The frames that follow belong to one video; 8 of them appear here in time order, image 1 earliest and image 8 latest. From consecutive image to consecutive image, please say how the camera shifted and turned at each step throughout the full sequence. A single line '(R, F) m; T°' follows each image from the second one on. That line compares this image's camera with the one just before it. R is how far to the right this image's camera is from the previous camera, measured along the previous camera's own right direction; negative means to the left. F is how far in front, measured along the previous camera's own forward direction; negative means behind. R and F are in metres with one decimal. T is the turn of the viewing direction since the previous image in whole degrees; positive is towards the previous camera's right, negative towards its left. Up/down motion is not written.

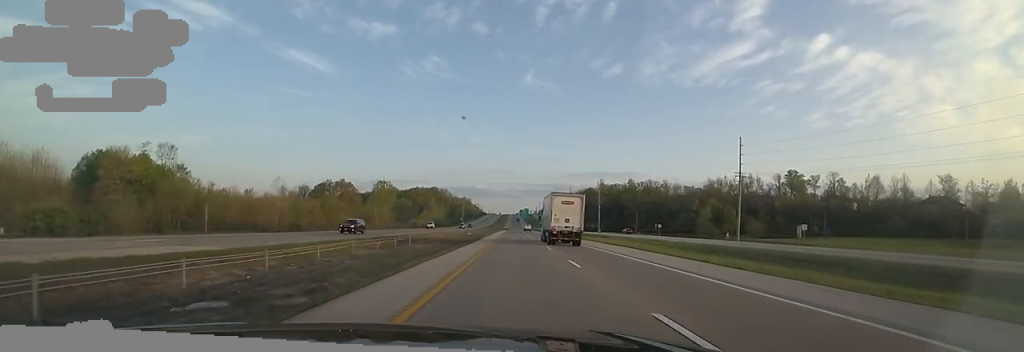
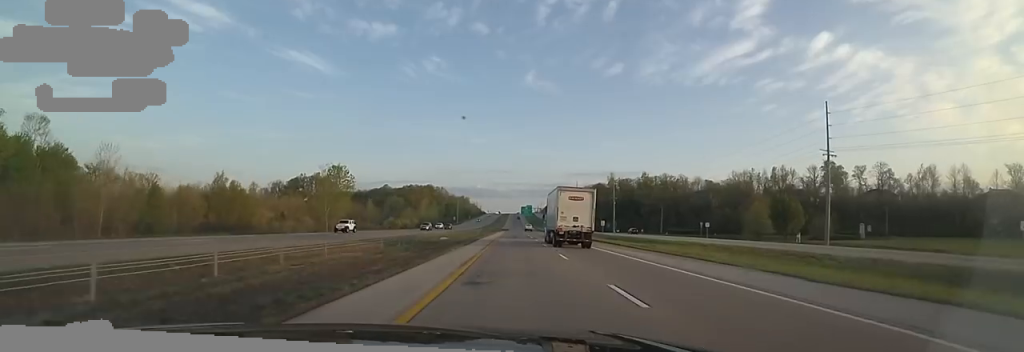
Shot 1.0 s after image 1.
(+0.5, +32.8) m; 0°
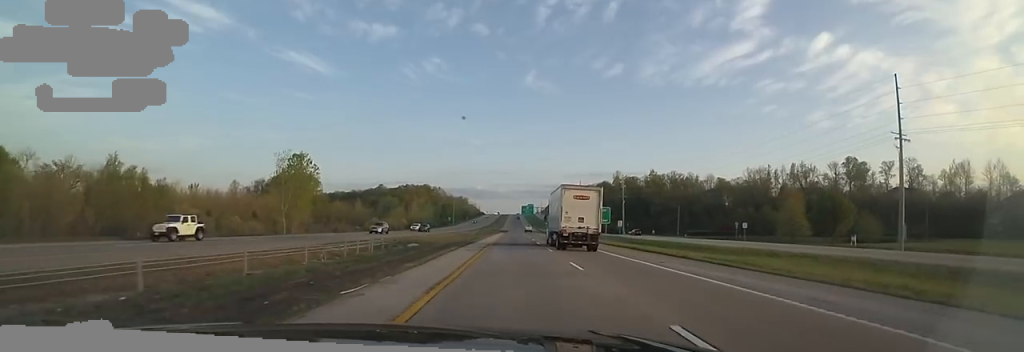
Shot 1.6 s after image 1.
(-0.2, +16.8) m; 0°
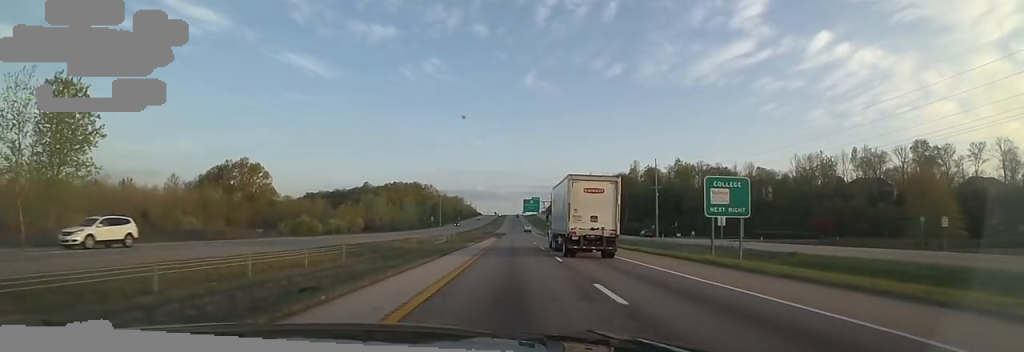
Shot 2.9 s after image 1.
(+0.2, +43.4) m; 0°
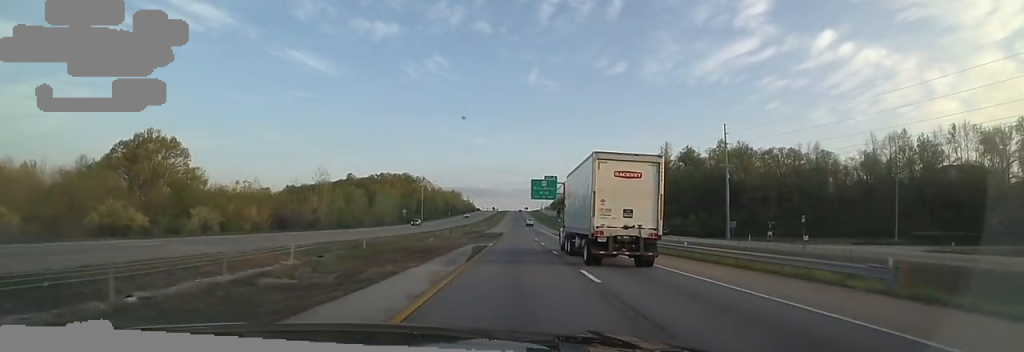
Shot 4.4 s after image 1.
(-0.4, +46.2) m; 0°
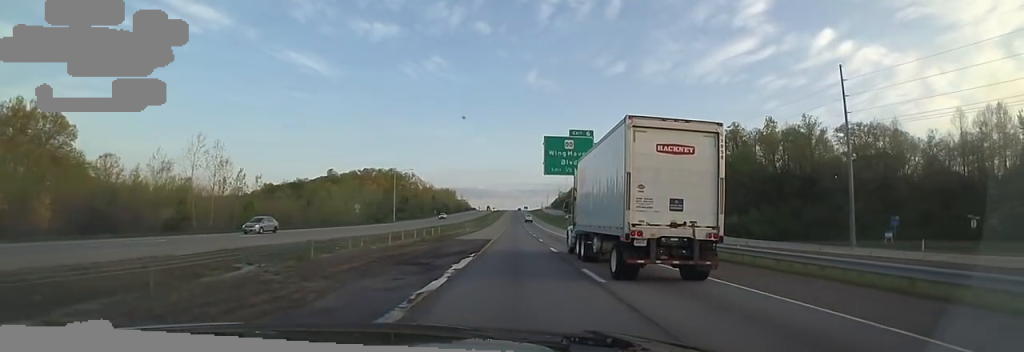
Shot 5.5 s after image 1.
(+0.2, +37.6) m; -1°
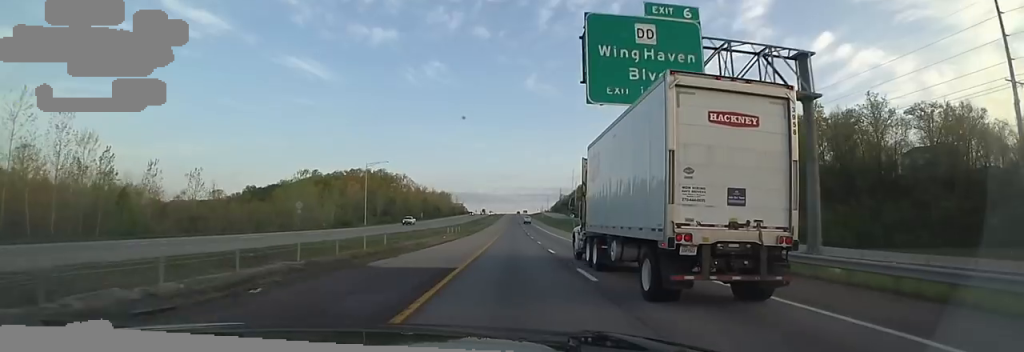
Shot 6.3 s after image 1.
(-0.3, +24.2) m; 0°
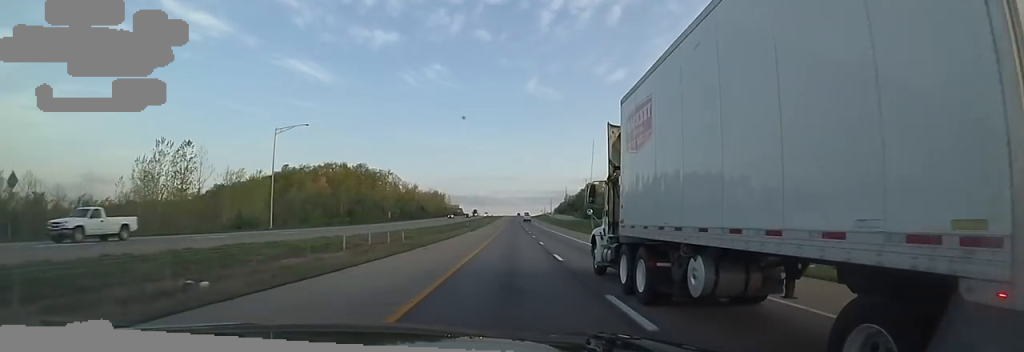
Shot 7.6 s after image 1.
(+1.4, +41.2) m; +3°
